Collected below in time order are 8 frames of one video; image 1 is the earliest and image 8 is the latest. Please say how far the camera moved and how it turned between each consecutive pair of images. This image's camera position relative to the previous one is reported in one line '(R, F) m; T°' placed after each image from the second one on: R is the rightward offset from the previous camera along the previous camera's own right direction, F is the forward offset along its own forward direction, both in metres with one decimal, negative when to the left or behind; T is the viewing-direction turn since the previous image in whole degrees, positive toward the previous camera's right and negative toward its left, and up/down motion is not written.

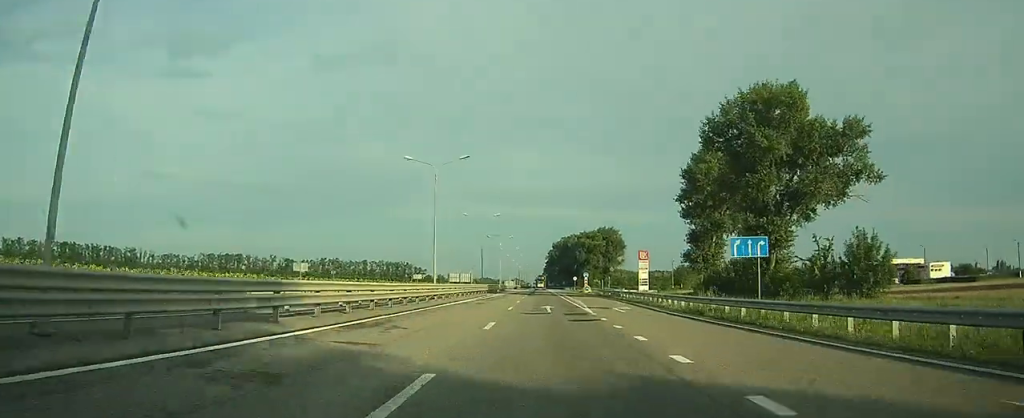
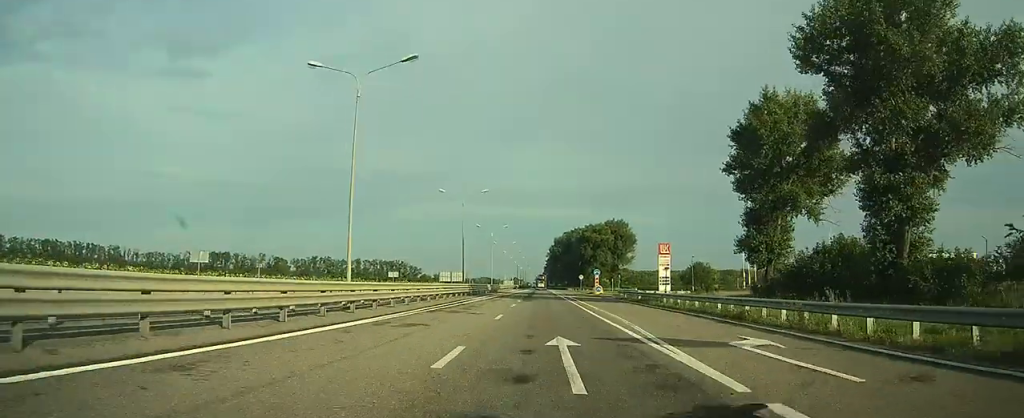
(0.0, +20.6) m; 0°
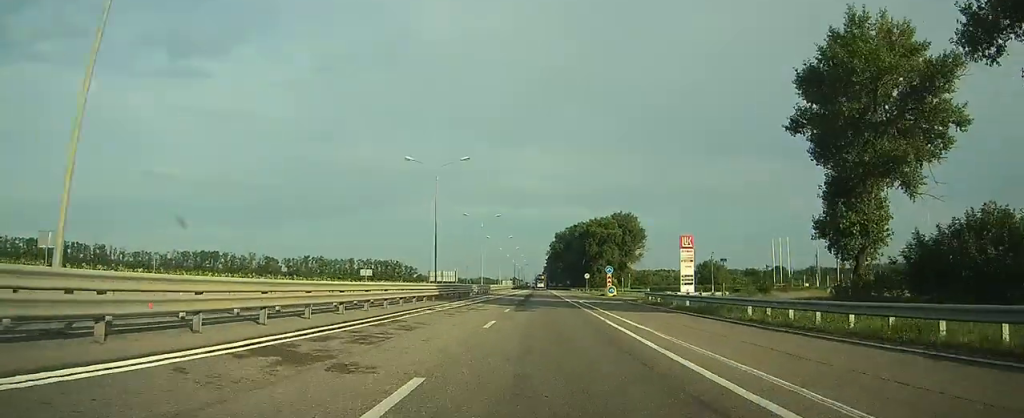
(0.0, +16.3) m; 0°
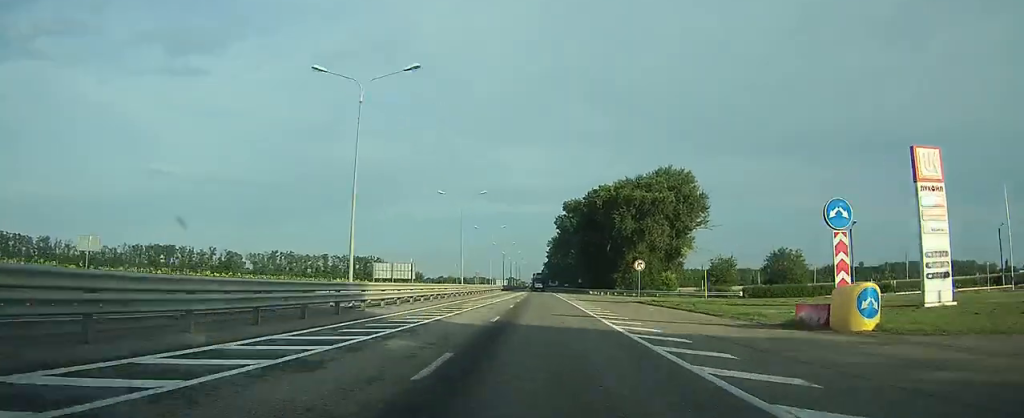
(+0.2, +57.5) m; +2°
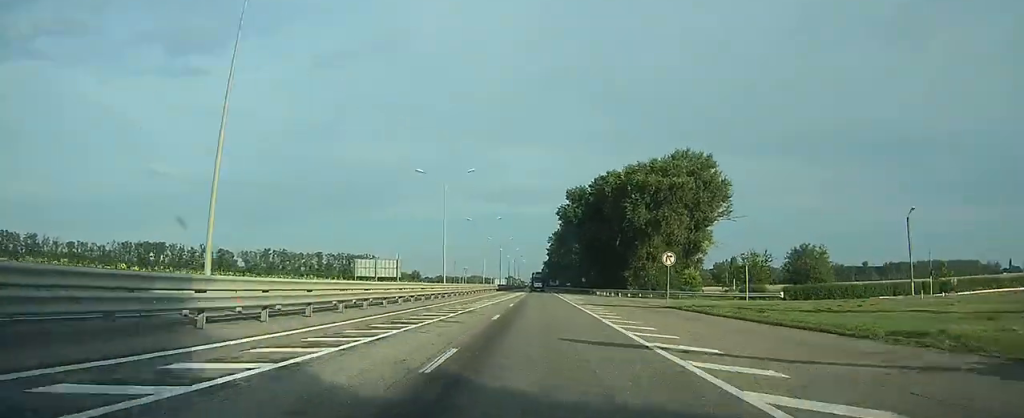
(+0.4, +11.6) m; 0°
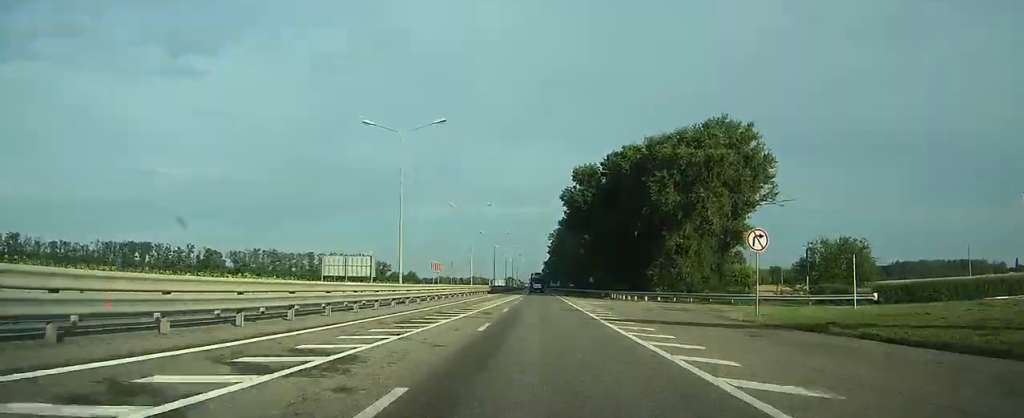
(-0.1, +16.5) m; -1°
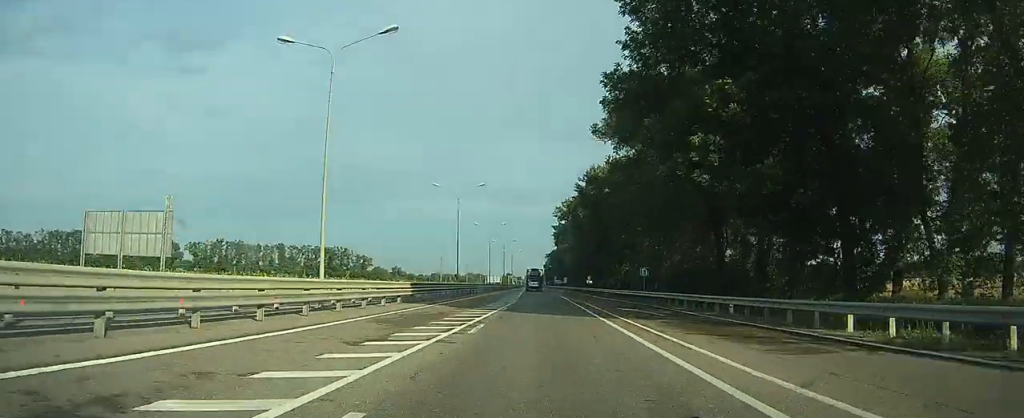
(-0.7, +50.7) m; -1°
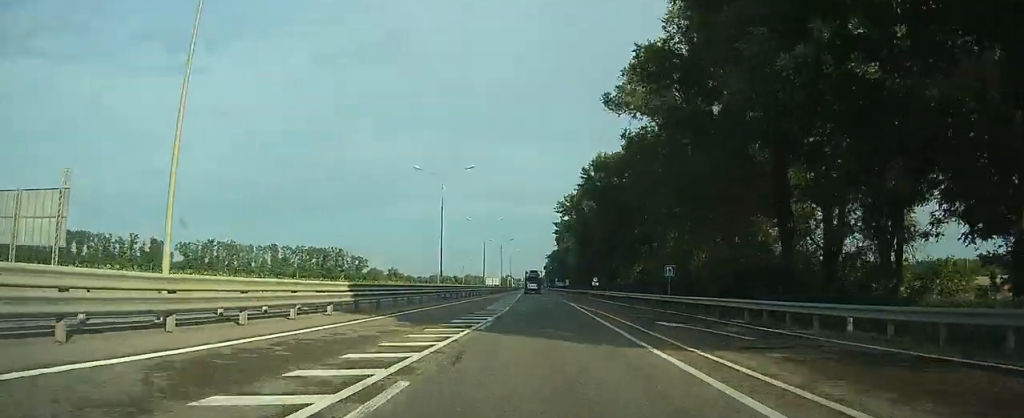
(0.0, +10.2) m; 0°
